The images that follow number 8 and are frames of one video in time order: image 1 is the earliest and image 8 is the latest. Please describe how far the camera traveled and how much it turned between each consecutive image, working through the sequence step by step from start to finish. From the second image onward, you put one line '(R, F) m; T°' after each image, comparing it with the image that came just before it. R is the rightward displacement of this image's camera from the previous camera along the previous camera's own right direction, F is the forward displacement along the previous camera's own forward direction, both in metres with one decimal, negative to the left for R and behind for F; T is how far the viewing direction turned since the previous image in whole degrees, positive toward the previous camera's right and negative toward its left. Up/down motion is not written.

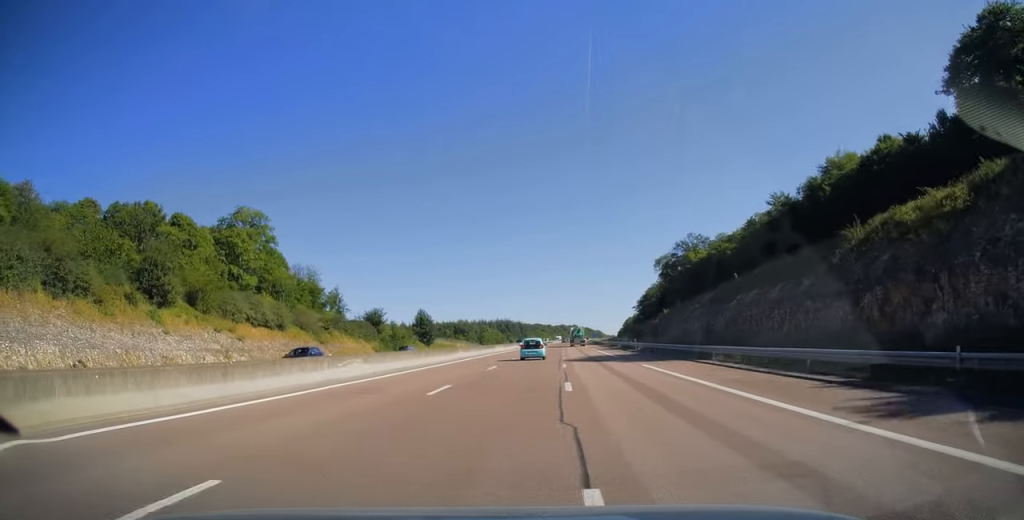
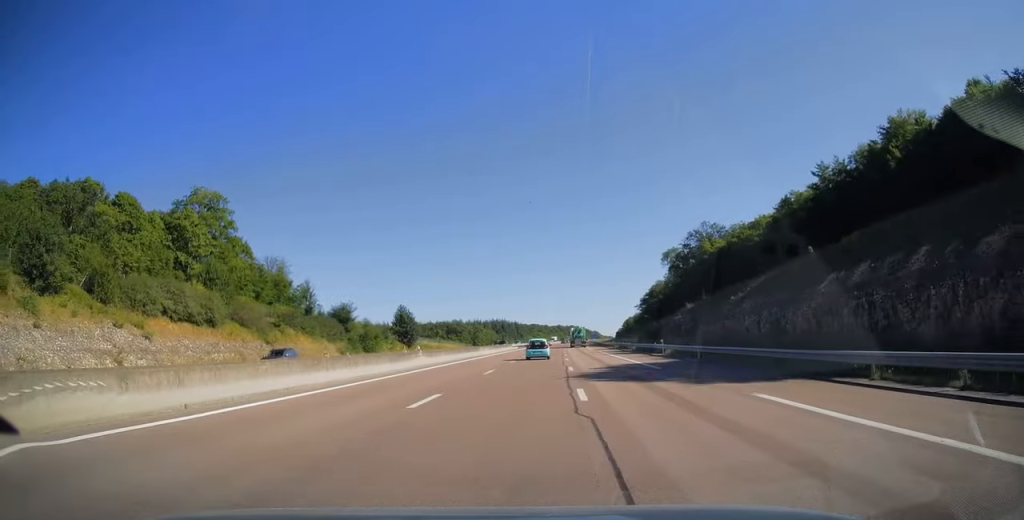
(0.0, +15.9) m; 0°
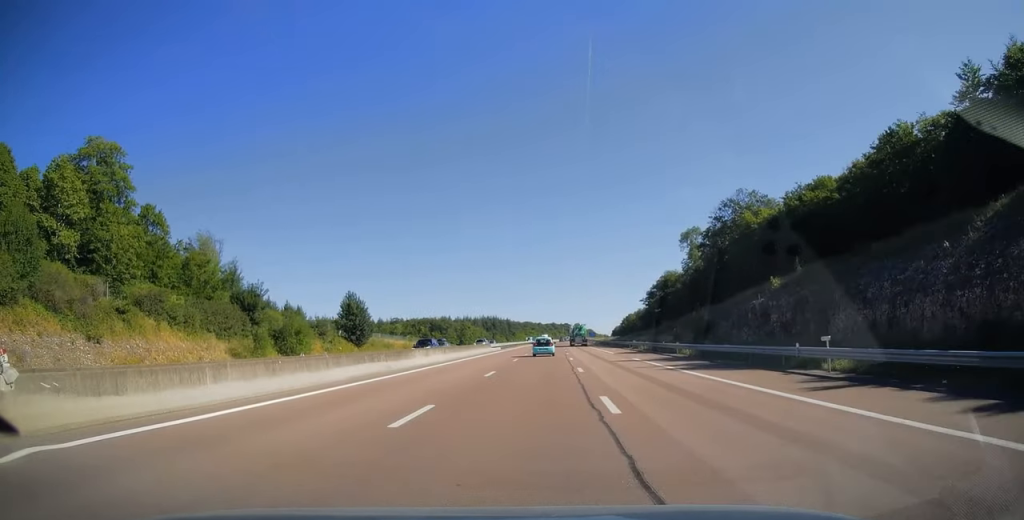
(+0.1, +28.6) m; 0°
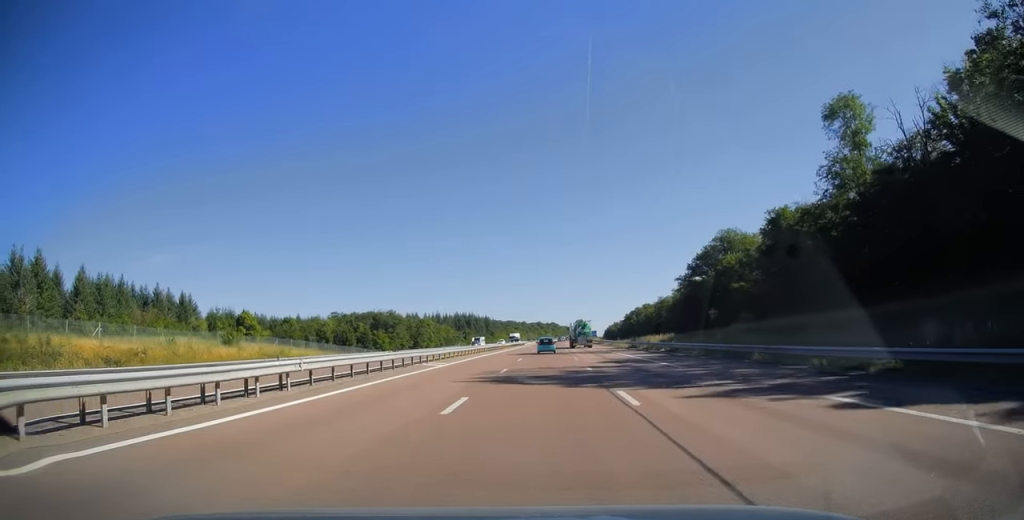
(+0.9, +78.0) m; +1°
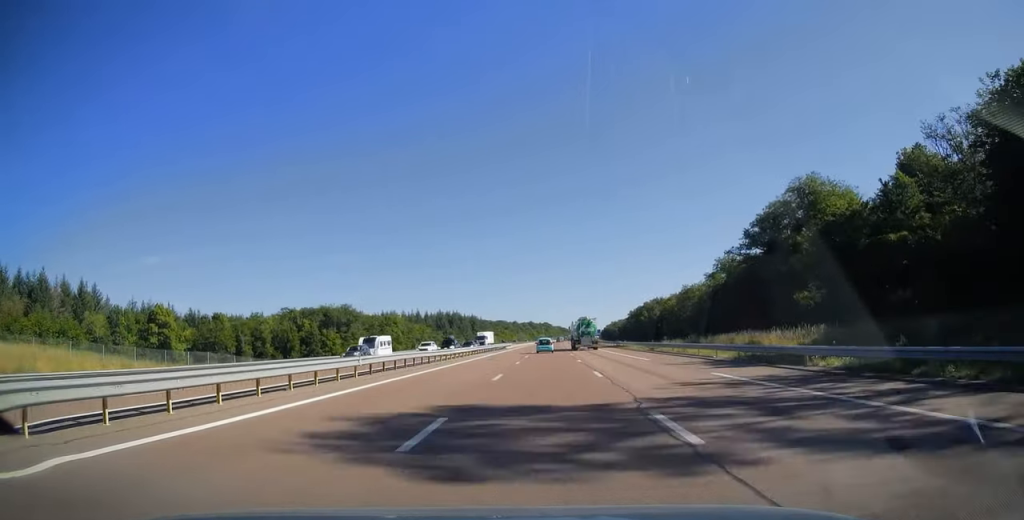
(+0.3, +43.7) m; +1°
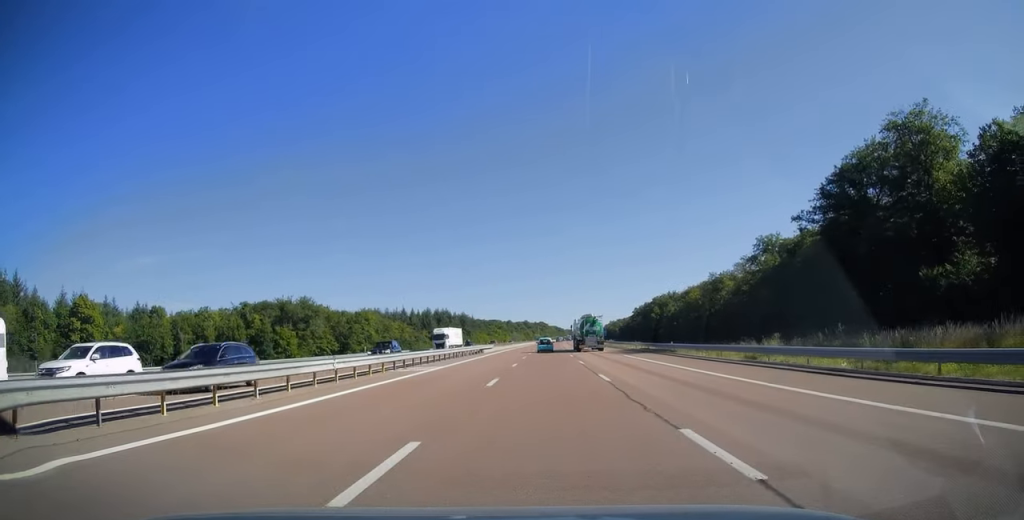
(+0.1, +28.3) m; 0°
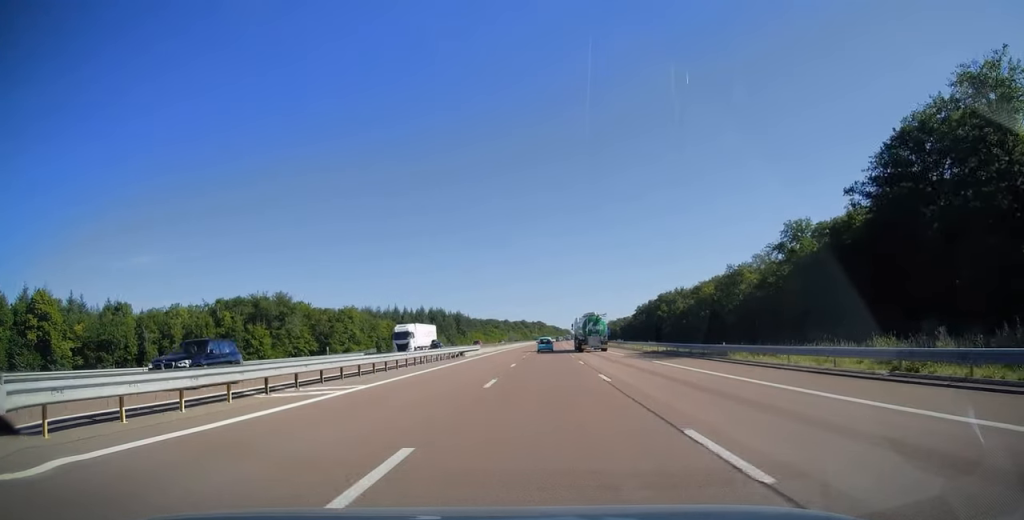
(0.0, +13.3) m; 0°
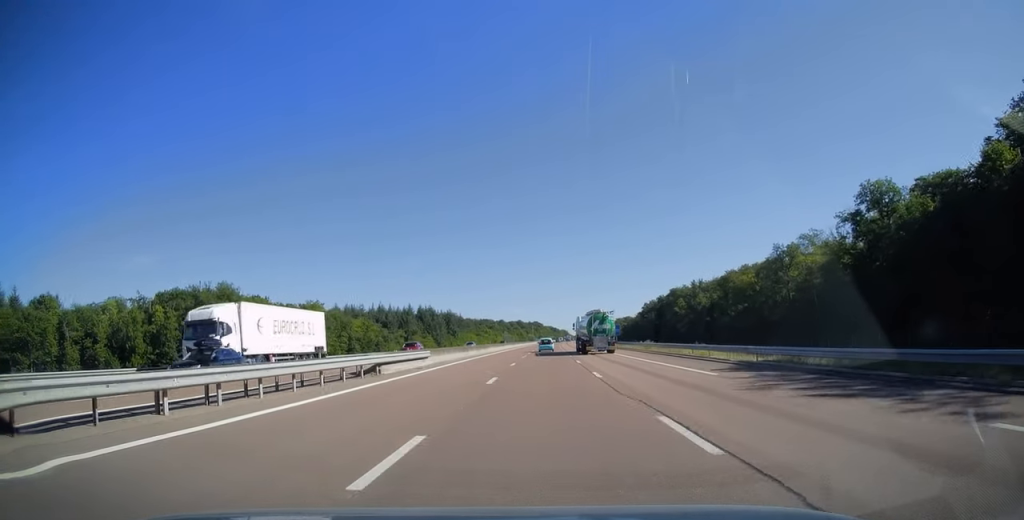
(+0.1, +24.7) m; 0°
